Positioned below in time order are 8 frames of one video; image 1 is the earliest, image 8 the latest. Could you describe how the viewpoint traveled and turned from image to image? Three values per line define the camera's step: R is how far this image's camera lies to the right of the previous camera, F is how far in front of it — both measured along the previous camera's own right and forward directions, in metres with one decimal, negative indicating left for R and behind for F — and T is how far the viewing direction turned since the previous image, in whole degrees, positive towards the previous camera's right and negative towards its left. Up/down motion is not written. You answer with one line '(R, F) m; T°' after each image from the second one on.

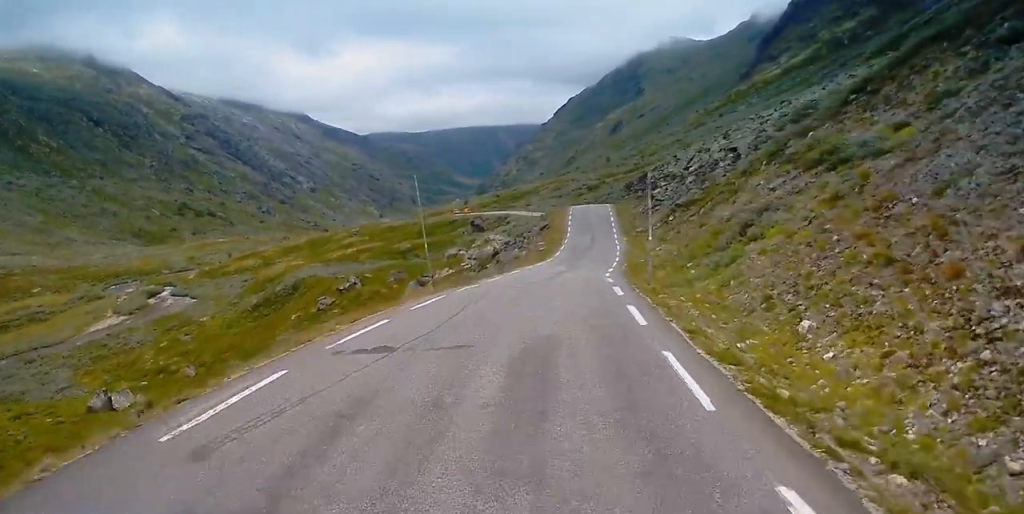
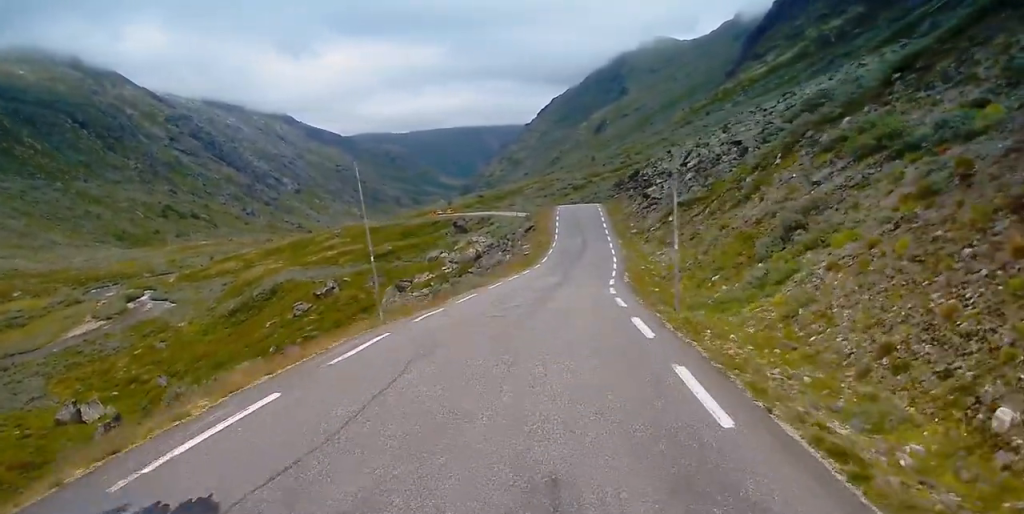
(-0.1, +7.1) m; +1°
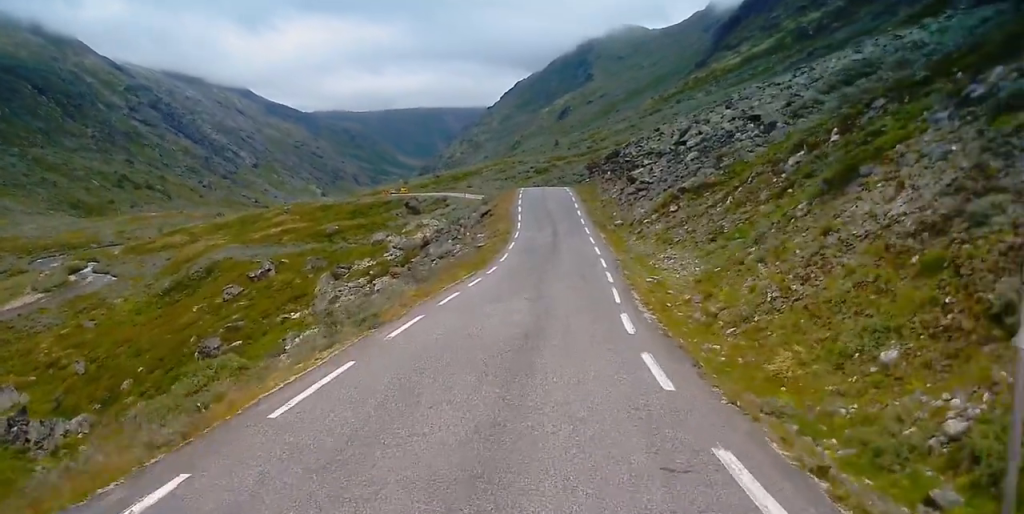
(+0.6, +15.6) m; +3°
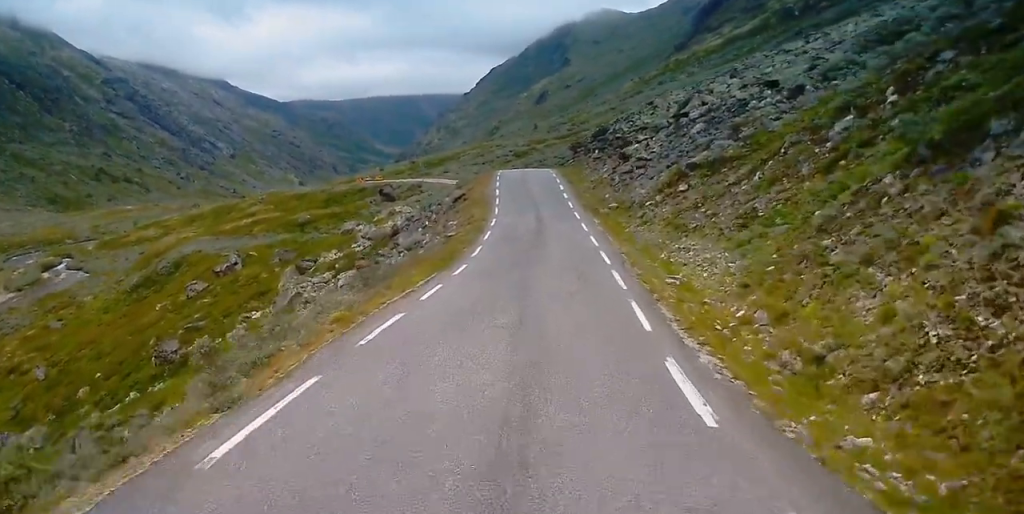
(+0.1, +8.5) m; 0°
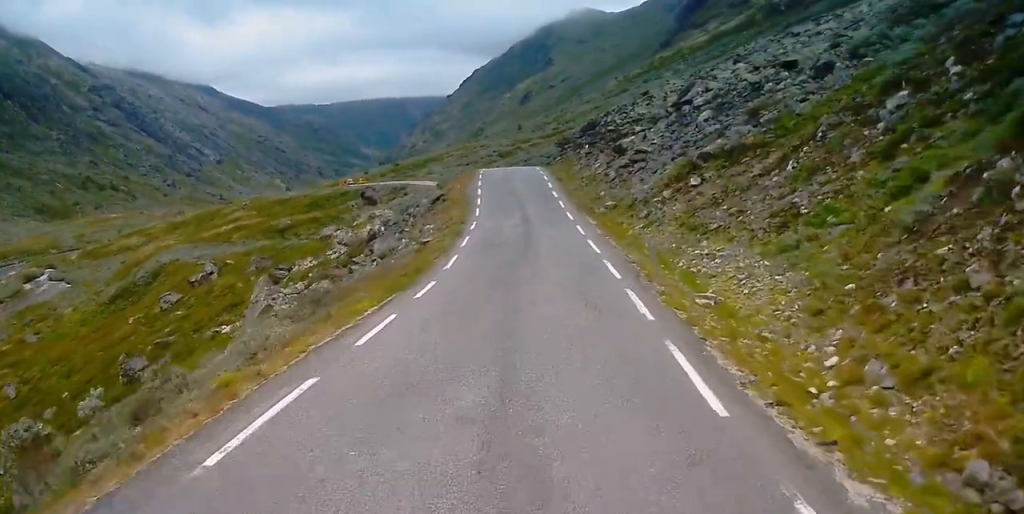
(-0.1, +6.2) m; 0°
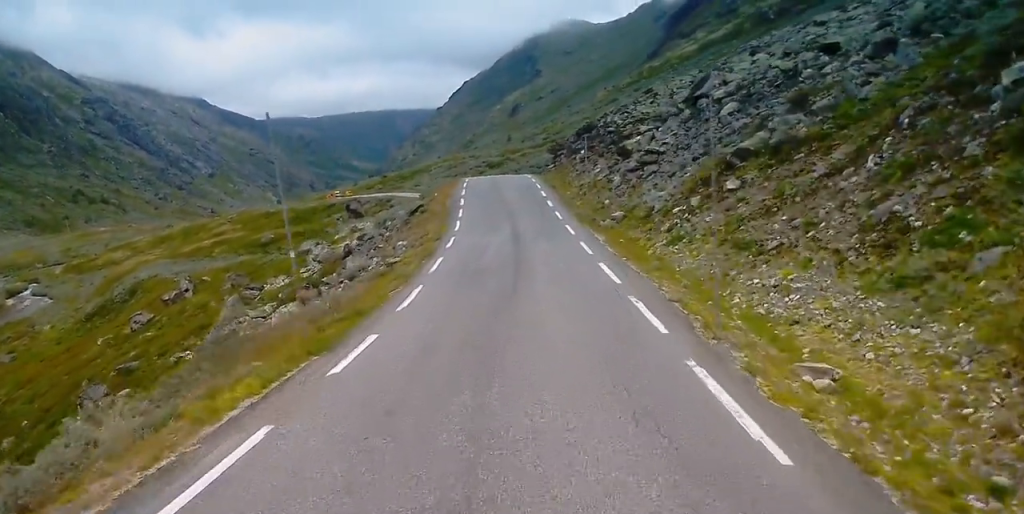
(+0.1, +8.0) m; 0°
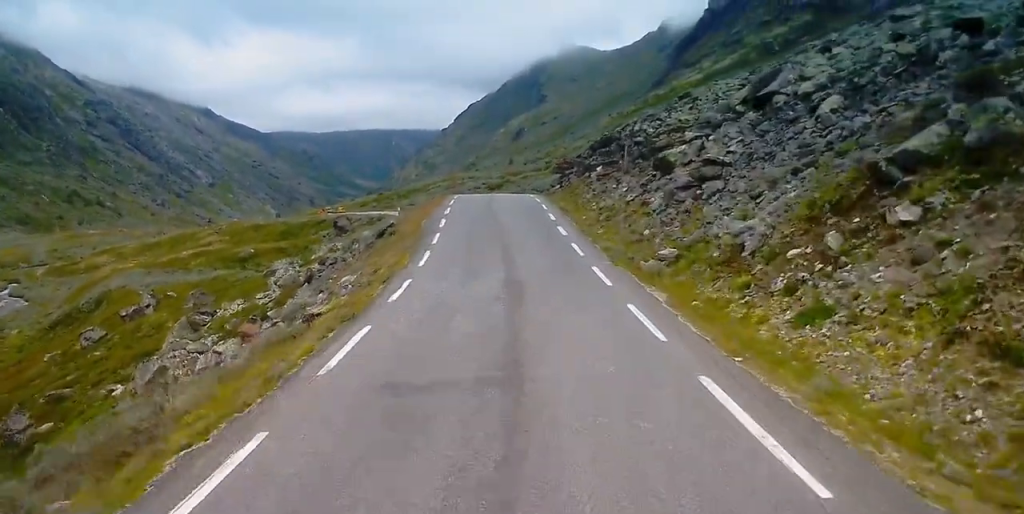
(0.0, +13.1) m; 0°
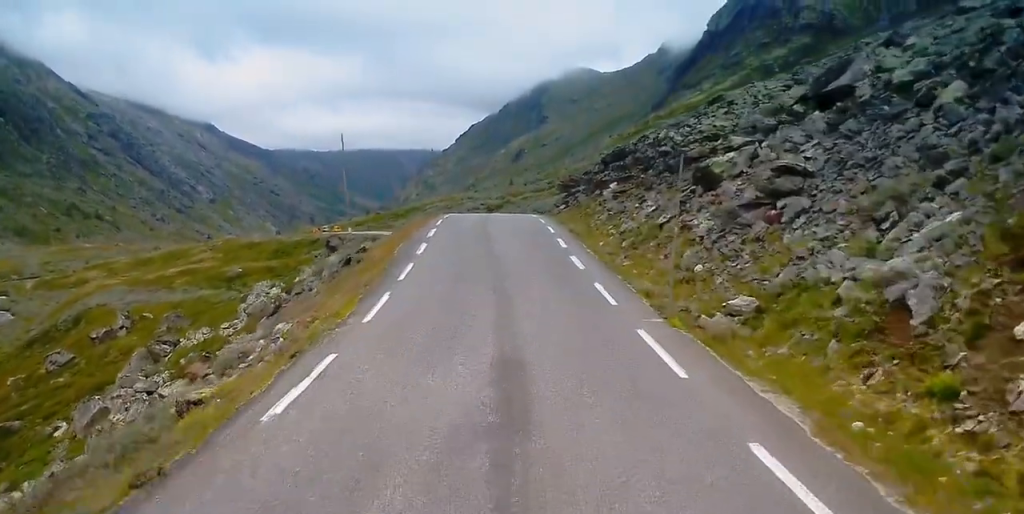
(0.0, +8.4) m; 0°
